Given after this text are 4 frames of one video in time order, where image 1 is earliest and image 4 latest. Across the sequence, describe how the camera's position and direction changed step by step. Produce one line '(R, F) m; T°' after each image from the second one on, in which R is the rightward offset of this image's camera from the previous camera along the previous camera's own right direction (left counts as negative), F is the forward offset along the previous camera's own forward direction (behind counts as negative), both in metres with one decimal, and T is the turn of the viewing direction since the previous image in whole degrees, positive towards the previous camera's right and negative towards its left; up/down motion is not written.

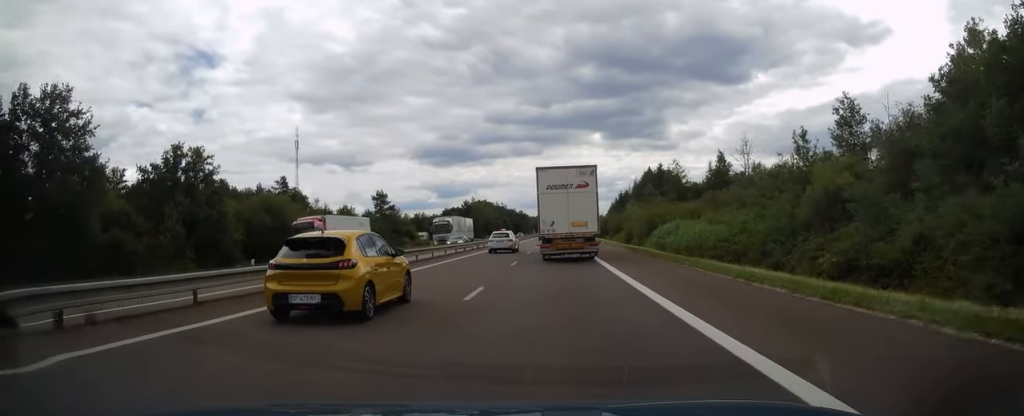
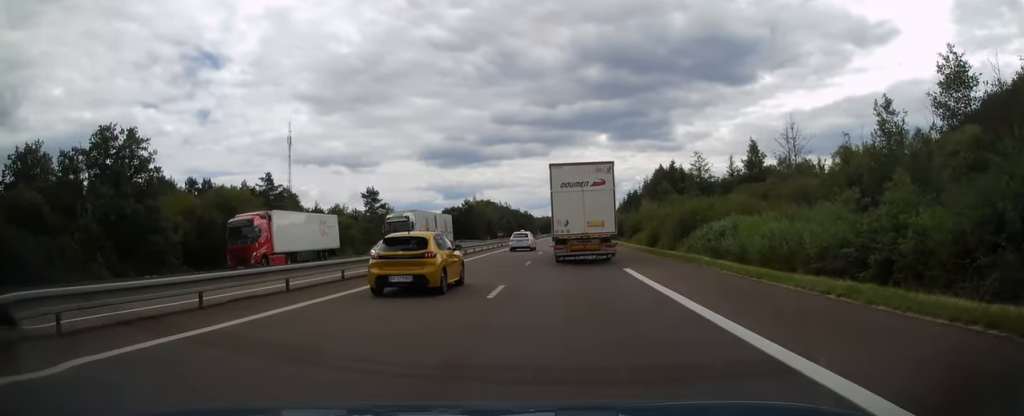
(0.0, +12.2) m; 0°
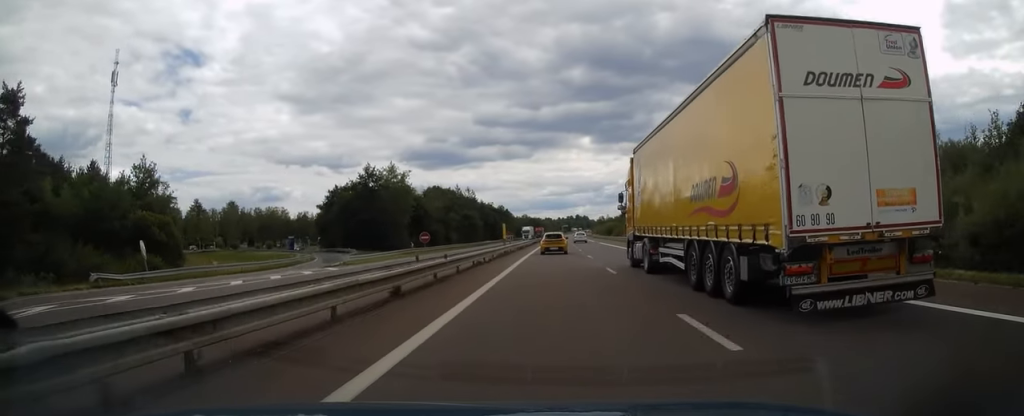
(-1.0, +93.7) m; 0°
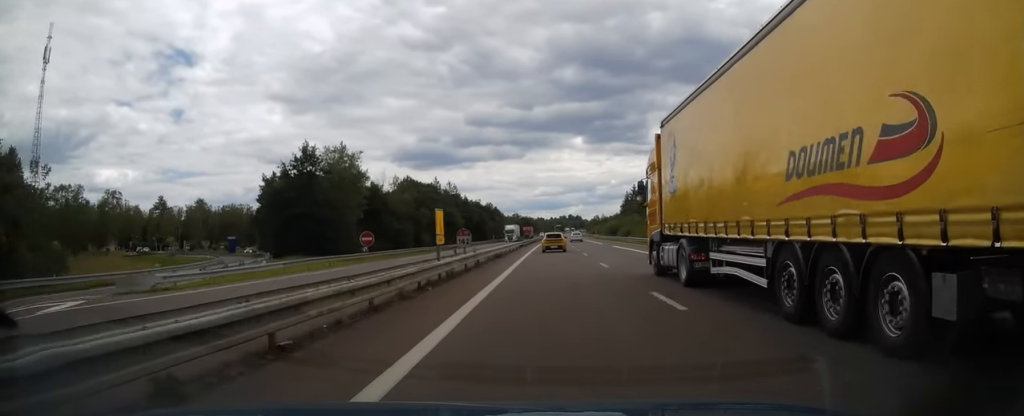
(+0.2, +22.0) m; +1°
